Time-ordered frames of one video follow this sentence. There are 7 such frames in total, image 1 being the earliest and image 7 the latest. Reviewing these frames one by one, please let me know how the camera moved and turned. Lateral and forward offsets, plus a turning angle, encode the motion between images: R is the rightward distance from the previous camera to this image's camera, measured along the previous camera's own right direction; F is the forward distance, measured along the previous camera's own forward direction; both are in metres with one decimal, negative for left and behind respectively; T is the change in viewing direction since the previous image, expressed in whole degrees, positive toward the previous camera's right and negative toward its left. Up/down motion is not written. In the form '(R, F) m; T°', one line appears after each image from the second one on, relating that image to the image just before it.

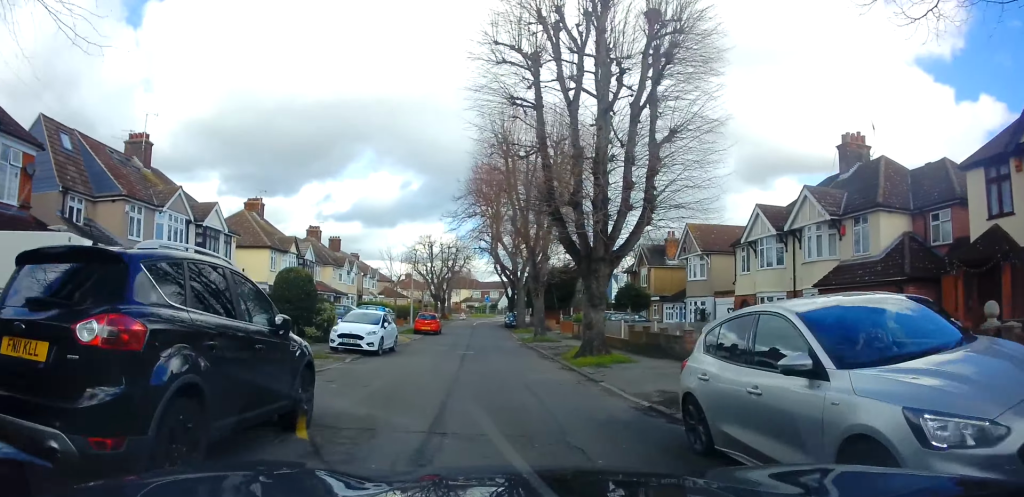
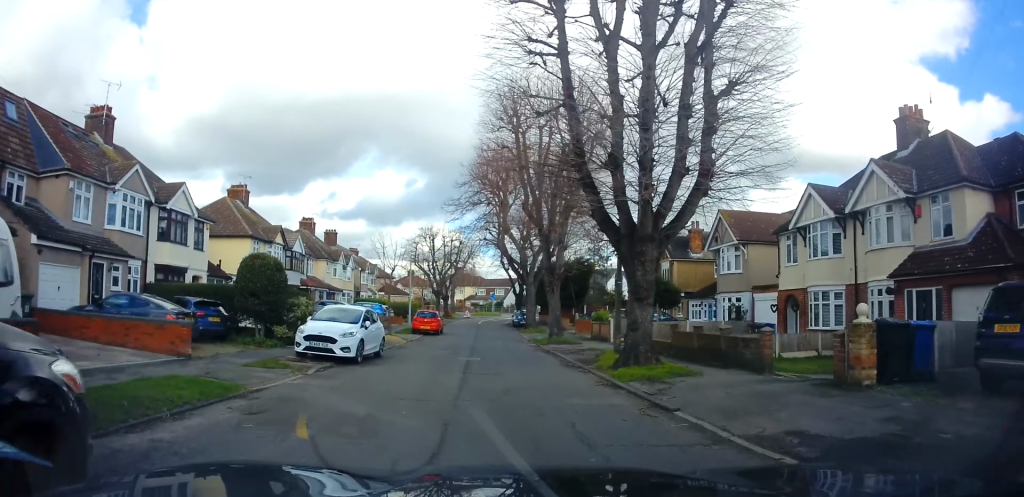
(-0.2, +4.0) m; 0°
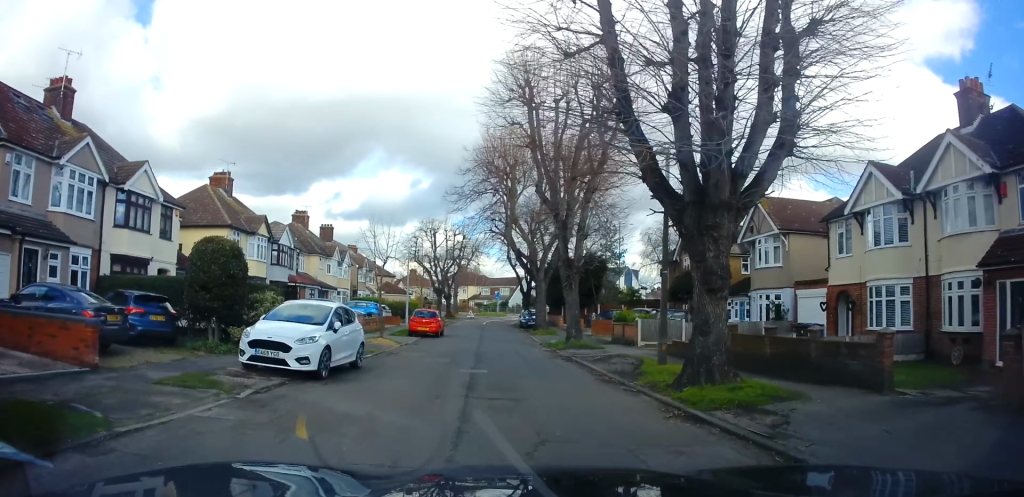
(-0.1, +3.5) m; +2°
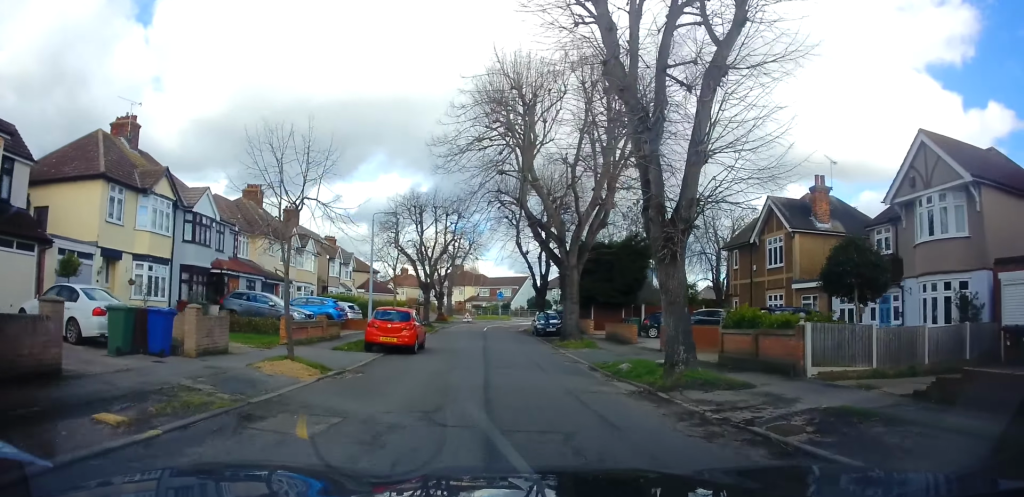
(0.0, +11.5) m; 0°
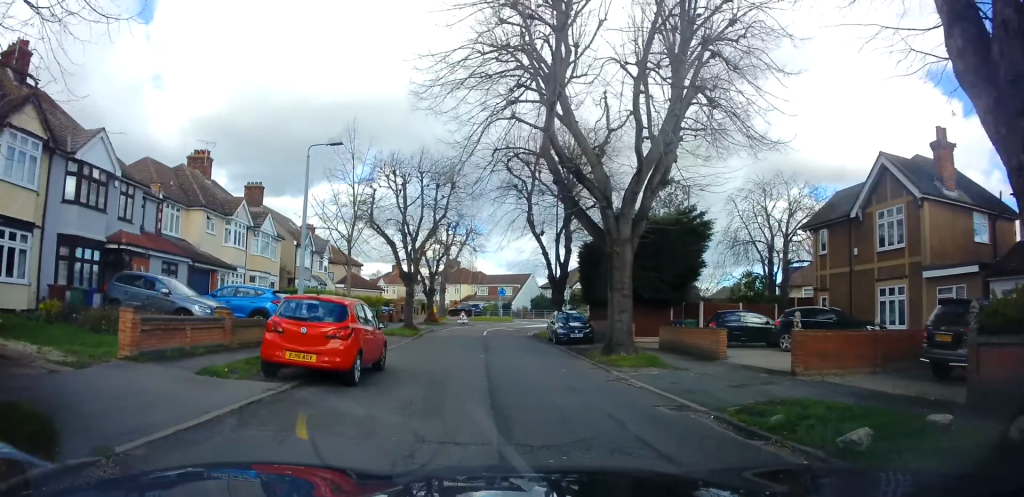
(+0.2, +8.7) m; -1°
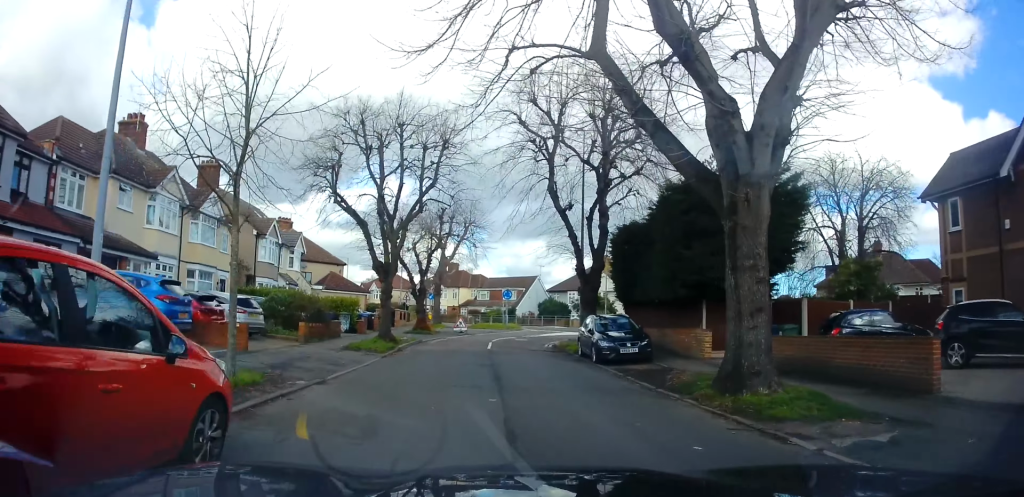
(-0.1, +8.0) m; +1°
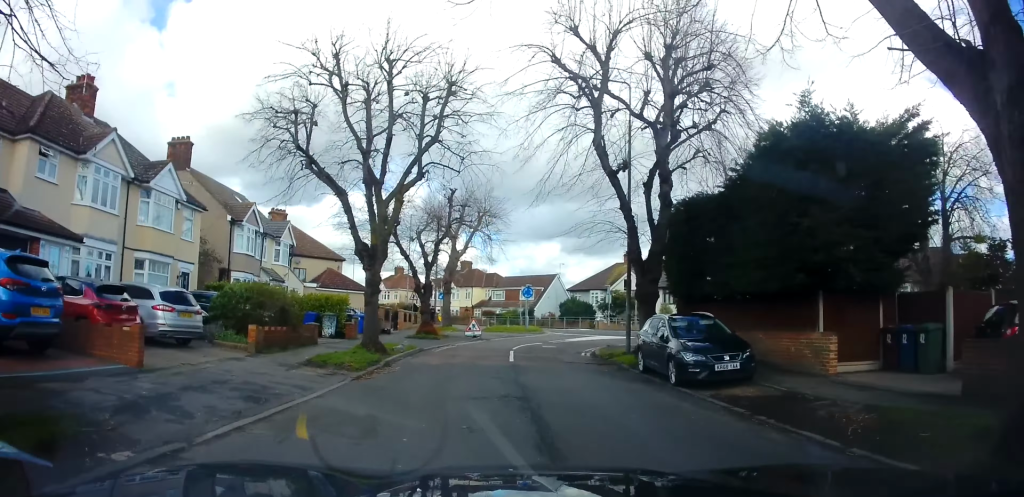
(0.0, +5.6) m; -2°
